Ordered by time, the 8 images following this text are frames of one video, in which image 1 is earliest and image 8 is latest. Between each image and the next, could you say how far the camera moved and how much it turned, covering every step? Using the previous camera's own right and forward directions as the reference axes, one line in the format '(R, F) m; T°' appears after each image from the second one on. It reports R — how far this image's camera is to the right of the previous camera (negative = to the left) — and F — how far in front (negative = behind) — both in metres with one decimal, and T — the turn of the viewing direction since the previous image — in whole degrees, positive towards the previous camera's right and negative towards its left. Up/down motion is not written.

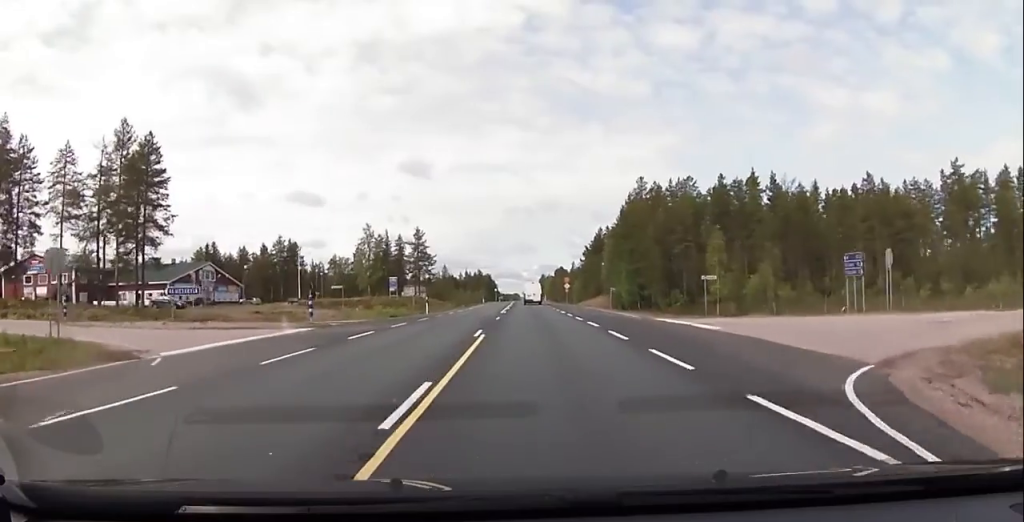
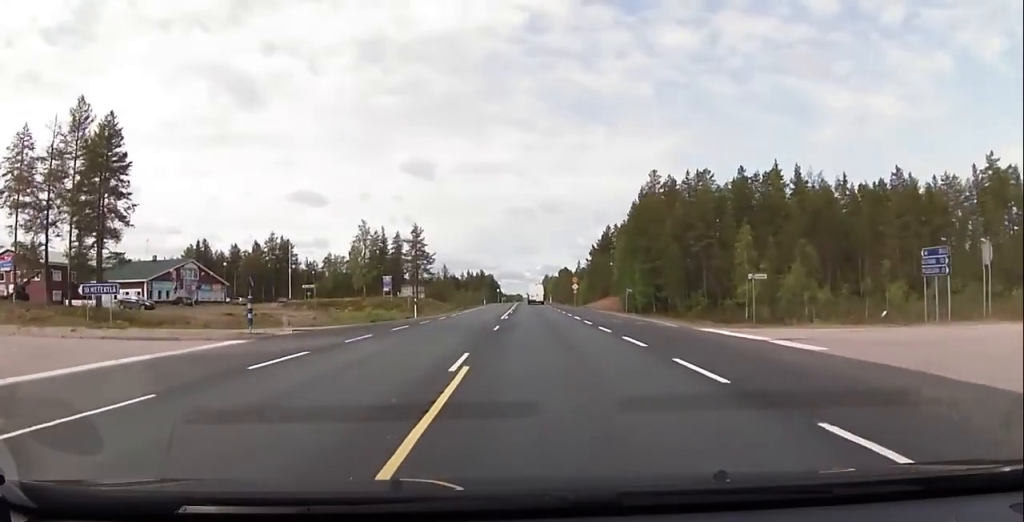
(-0.1, +8.4) m; -1°
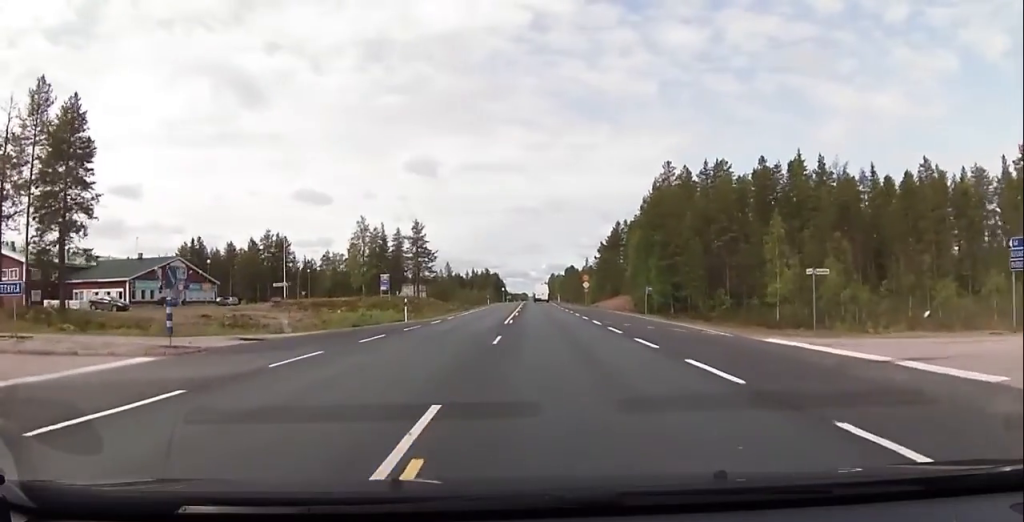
(0.0, +7.2) m; 0°
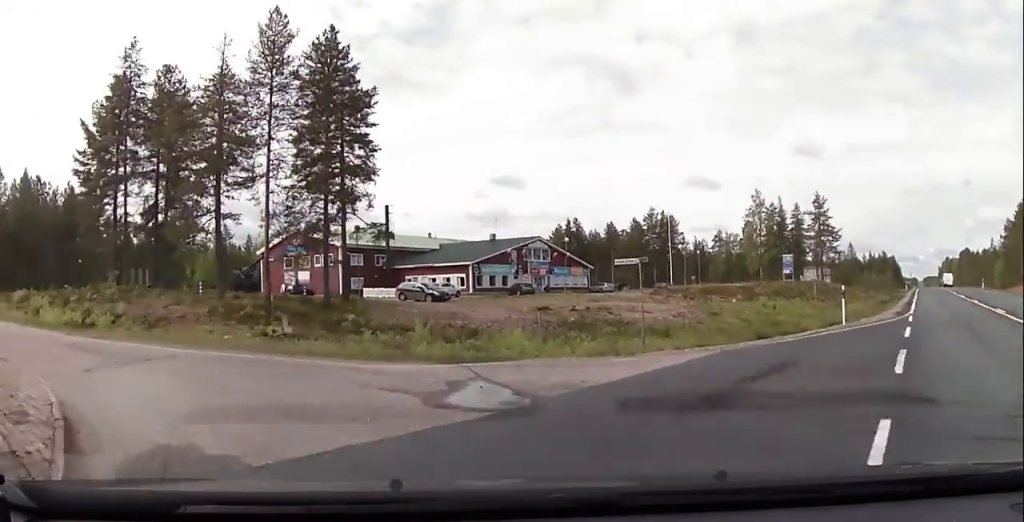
(-2.0, +17.2) m; -35°
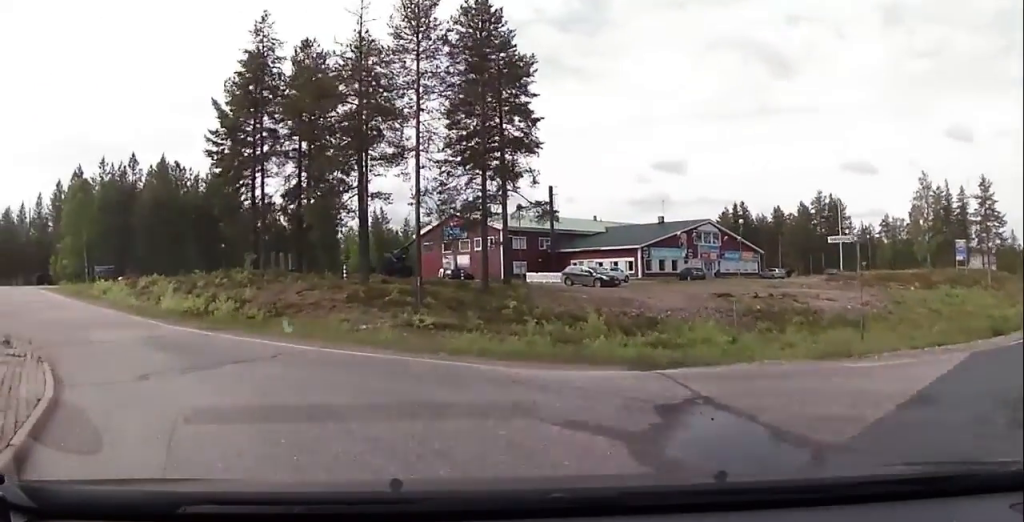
(-1.1, +3.2) m; -16°
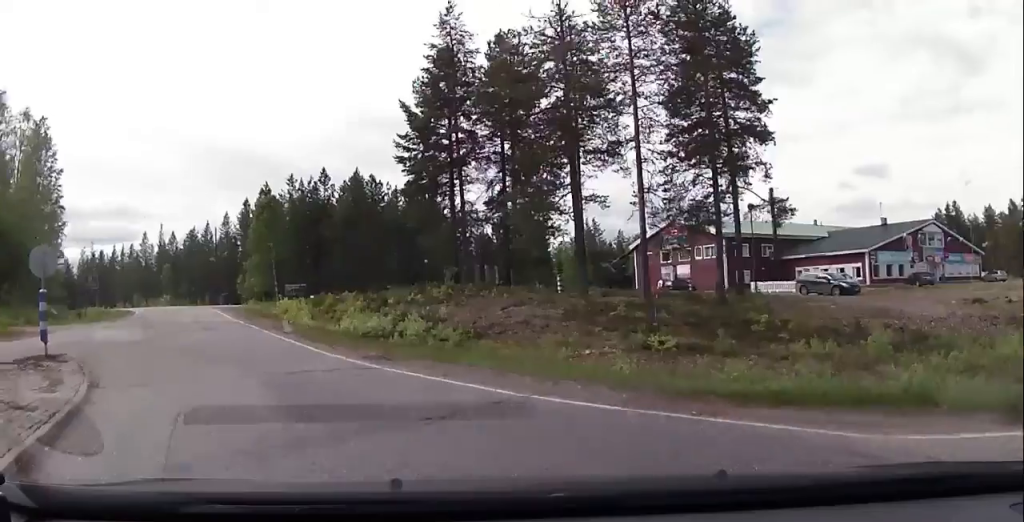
(-0.5, +4.1) m; -15°
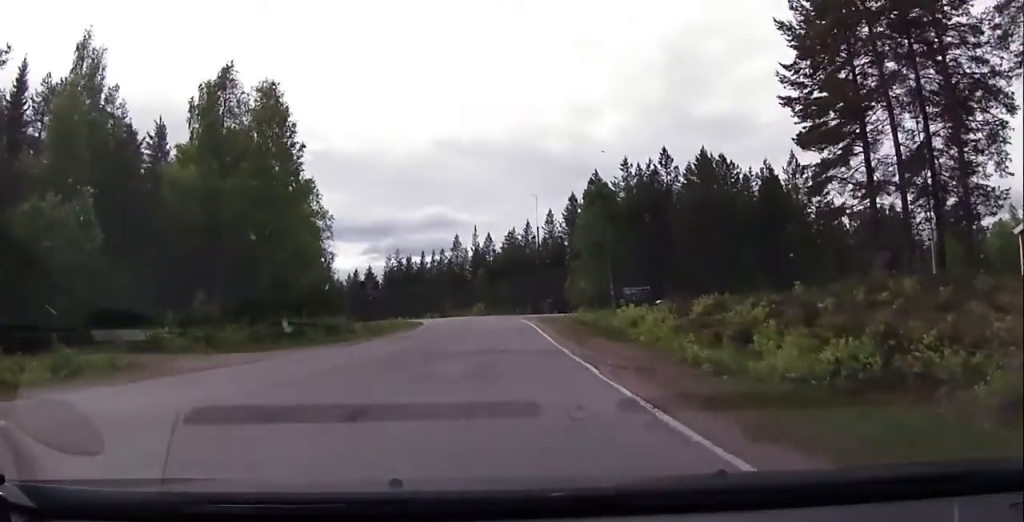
(-4.5, +12.5) m; -30°
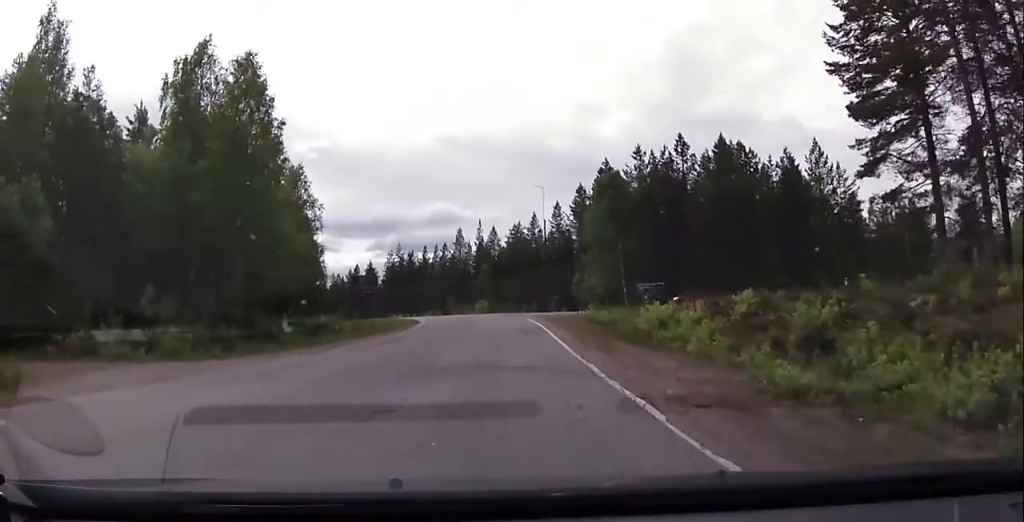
(-0.1, +4.6) m; -1°
